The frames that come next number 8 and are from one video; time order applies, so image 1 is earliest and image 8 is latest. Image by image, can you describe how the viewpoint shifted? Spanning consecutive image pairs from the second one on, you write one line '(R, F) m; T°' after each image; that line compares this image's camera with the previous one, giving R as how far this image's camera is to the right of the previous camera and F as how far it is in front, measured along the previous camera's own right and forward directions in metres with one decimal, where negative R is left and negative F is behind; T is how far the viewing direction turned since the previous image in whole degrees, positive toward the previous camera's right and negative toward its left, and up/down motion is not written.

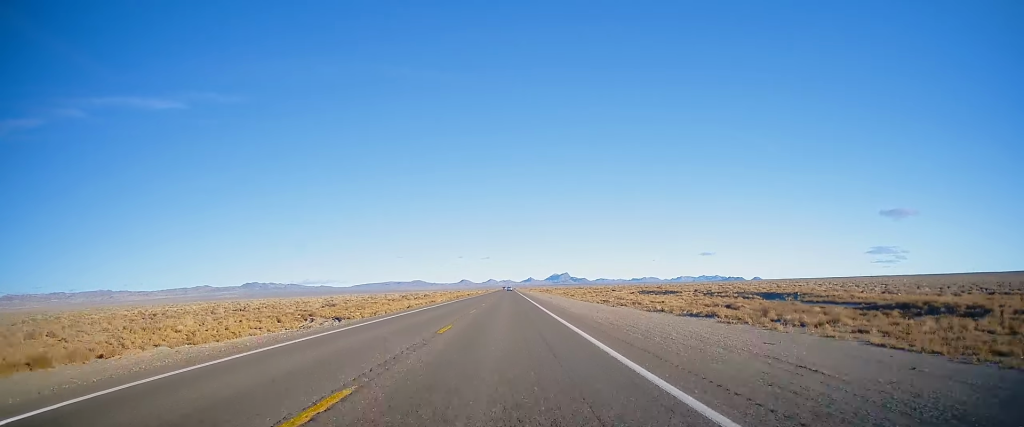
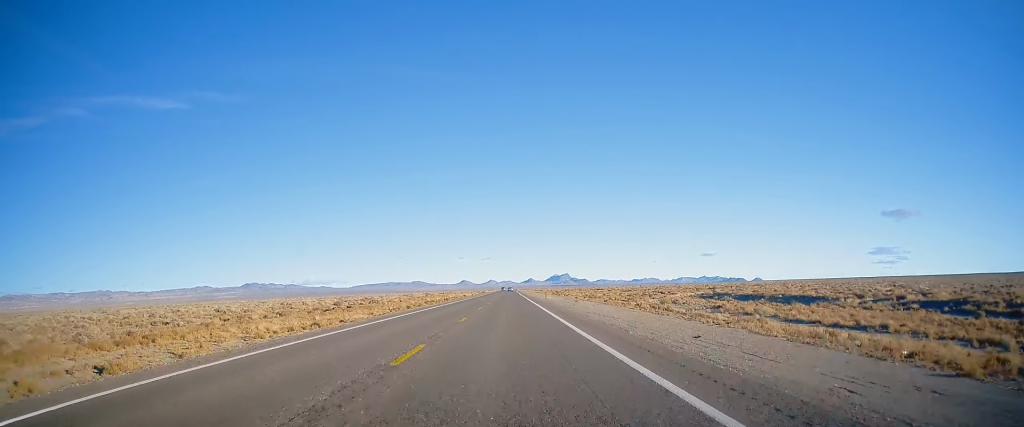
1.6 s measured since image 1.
(-0.5, +55.7) m; 0°
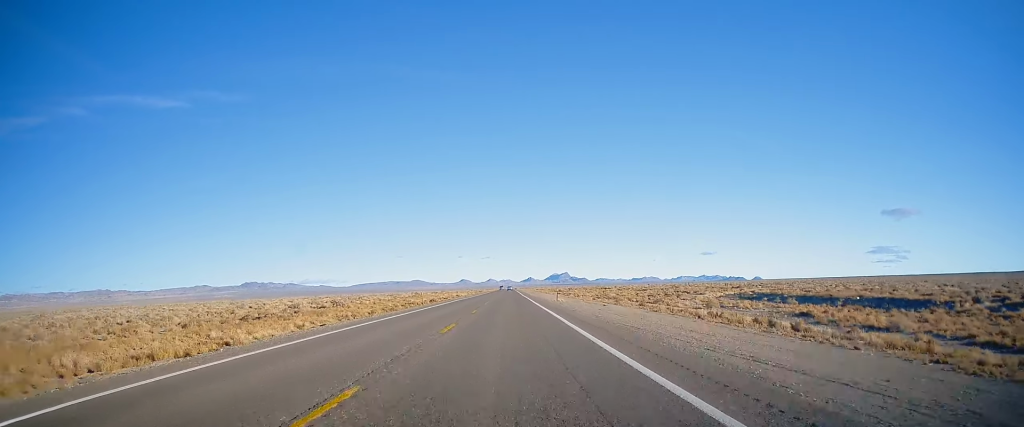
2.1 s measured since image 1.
(-0.4, +17.8) m; 0°
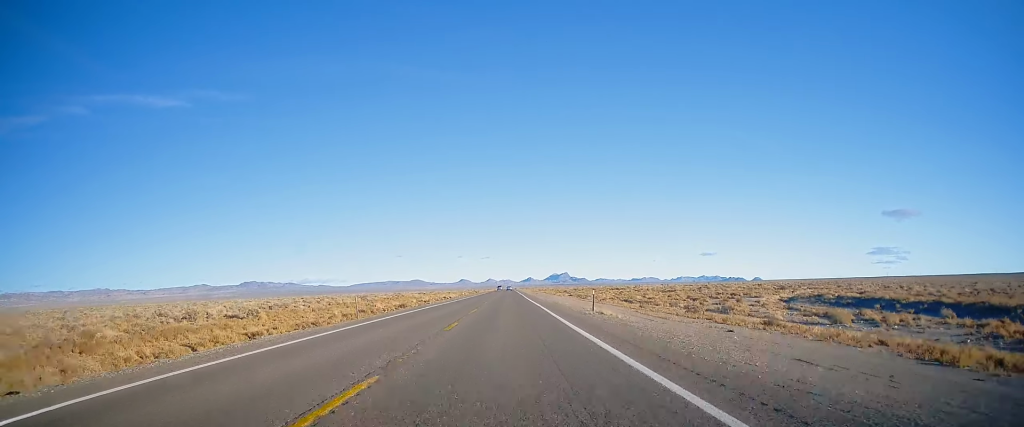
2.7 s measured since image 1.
(+0.6, +23.8) m; 0°
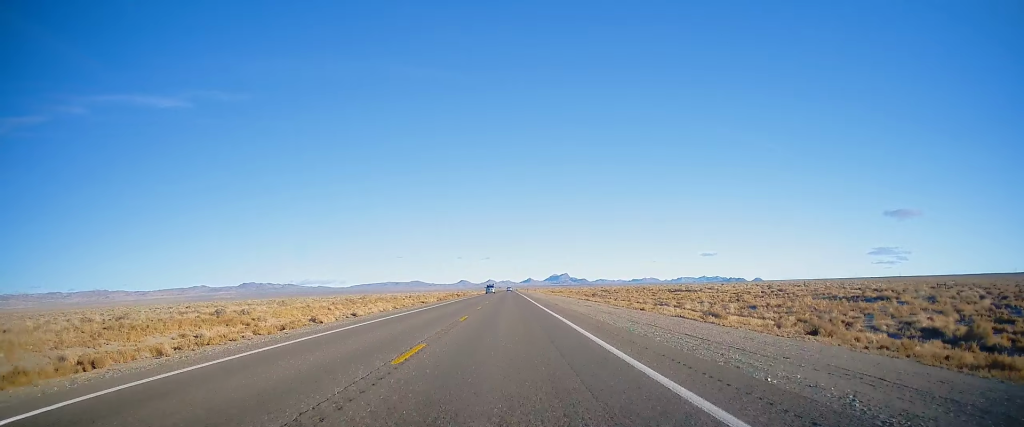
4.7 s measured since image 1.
(-0.3, +67.7) m; 0°
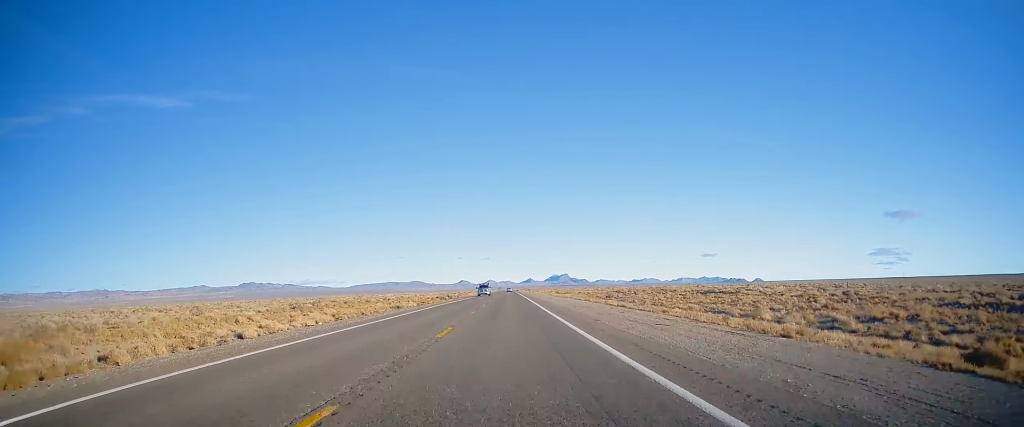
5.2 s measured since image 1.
(+0.1, +18.7) m; 0°
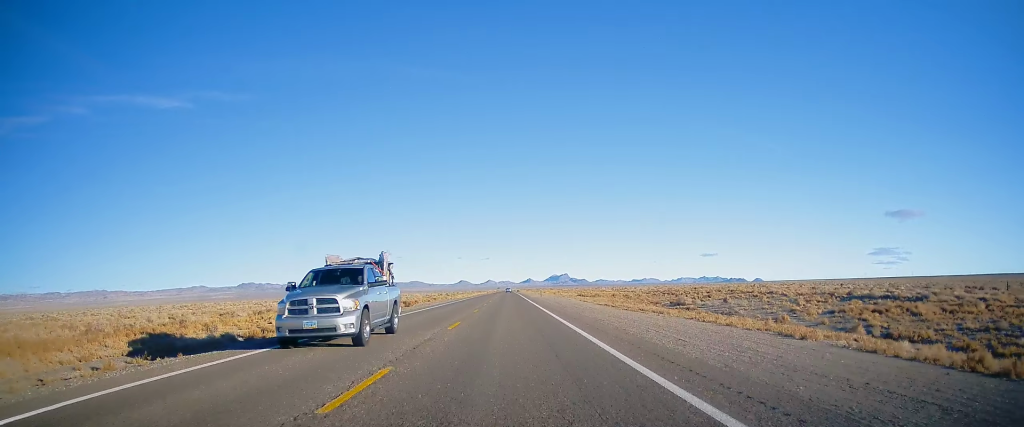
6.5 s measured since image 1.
(-0.1, +45.7) m; 0°
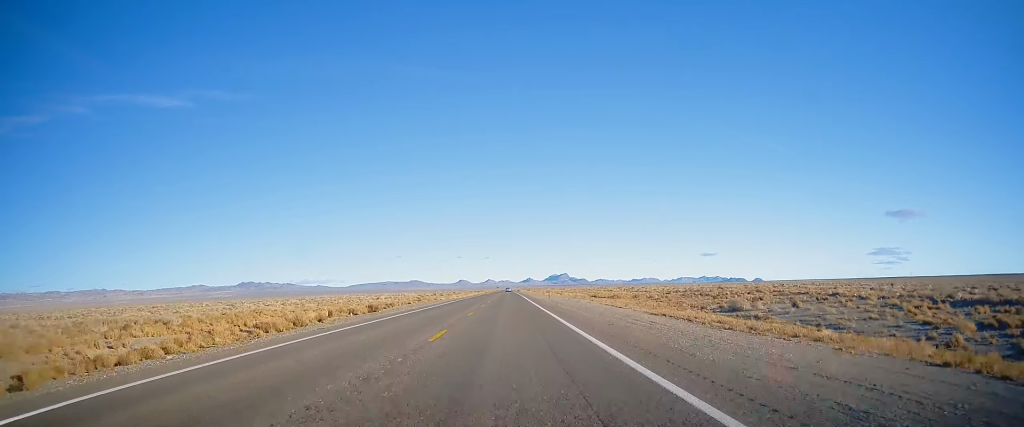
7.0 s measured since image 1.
(0.0, +16.4) m; 0°
